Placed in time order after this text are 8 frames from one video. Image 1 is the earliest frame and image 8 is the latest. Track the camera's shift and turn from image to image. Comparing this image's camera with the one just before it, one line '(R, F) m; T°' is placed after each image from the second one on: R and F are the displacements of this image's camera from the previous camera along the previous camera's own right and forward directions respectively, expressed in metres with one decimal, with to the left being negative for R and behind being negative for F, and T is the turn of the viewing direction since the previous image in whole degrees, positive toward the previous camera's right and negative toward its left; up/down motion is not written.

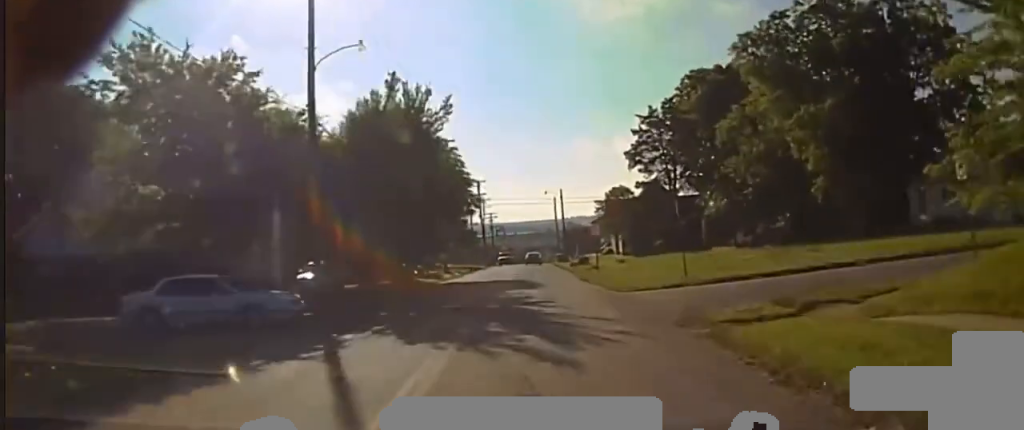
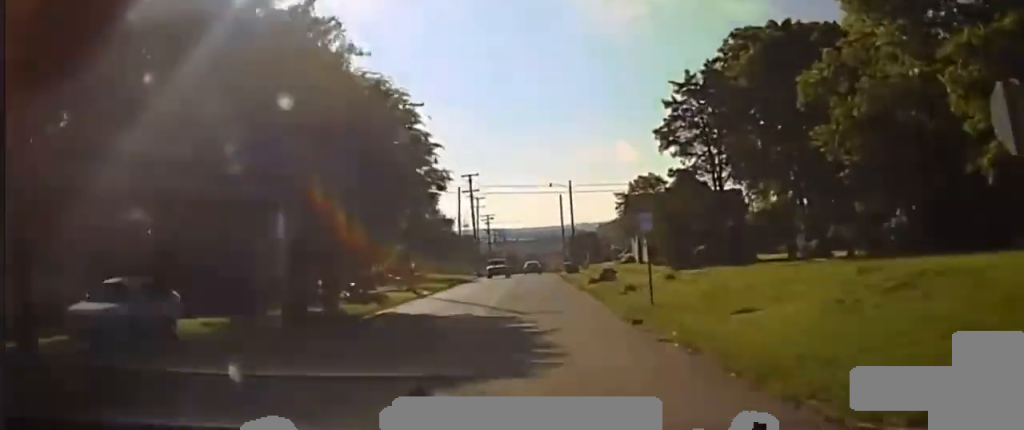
(0.0, +20.7) m; 0°
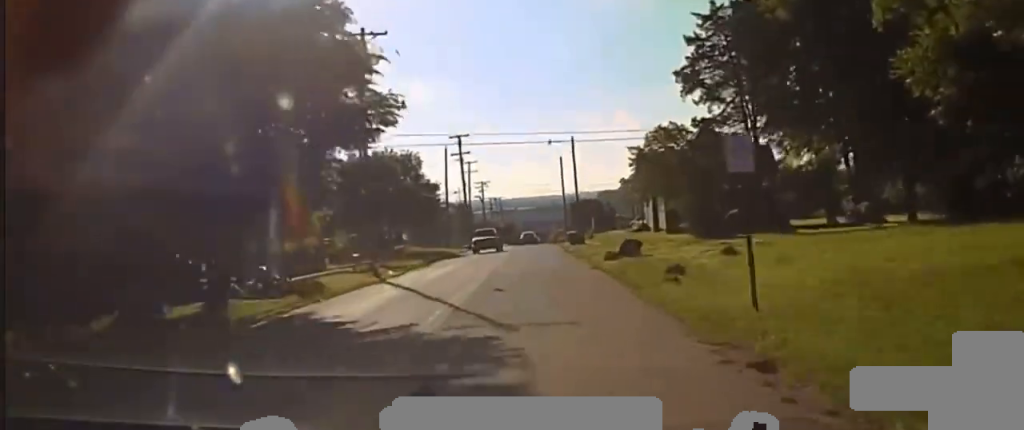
(0.0, +11.9) m; 0°
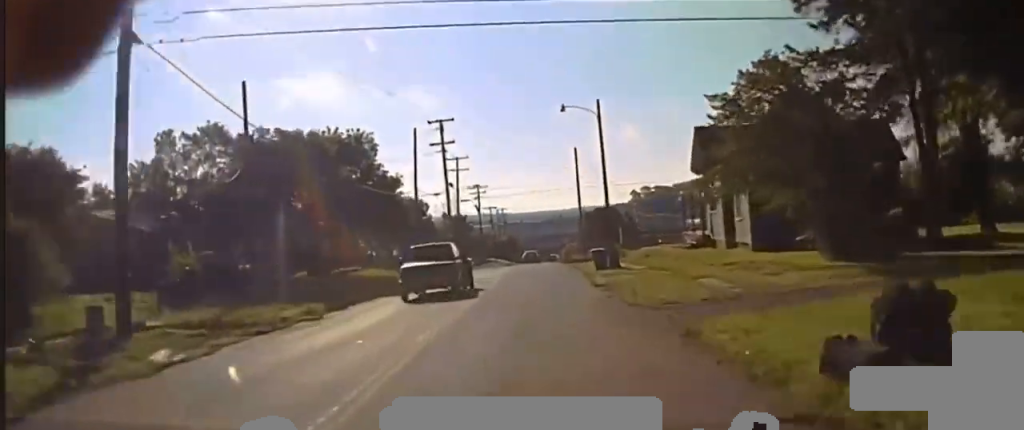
(0.0, +26.4) m; 0°
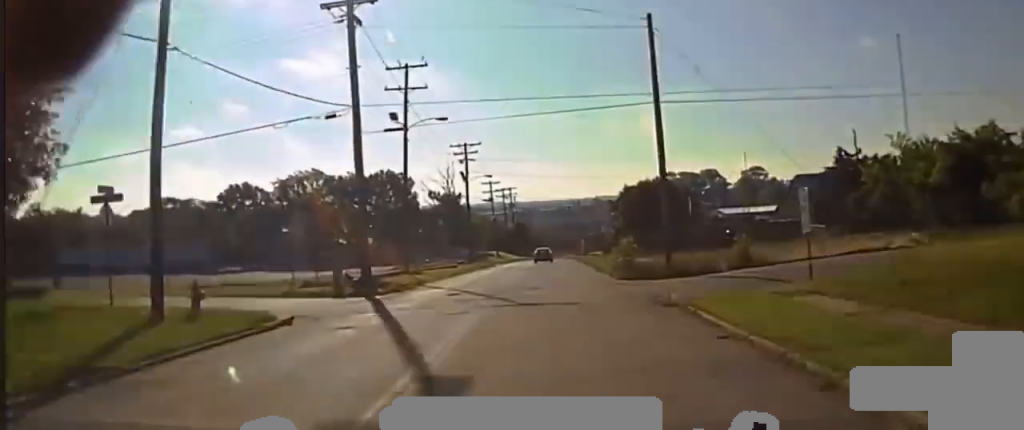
(0.0, +50.7) m; 0°
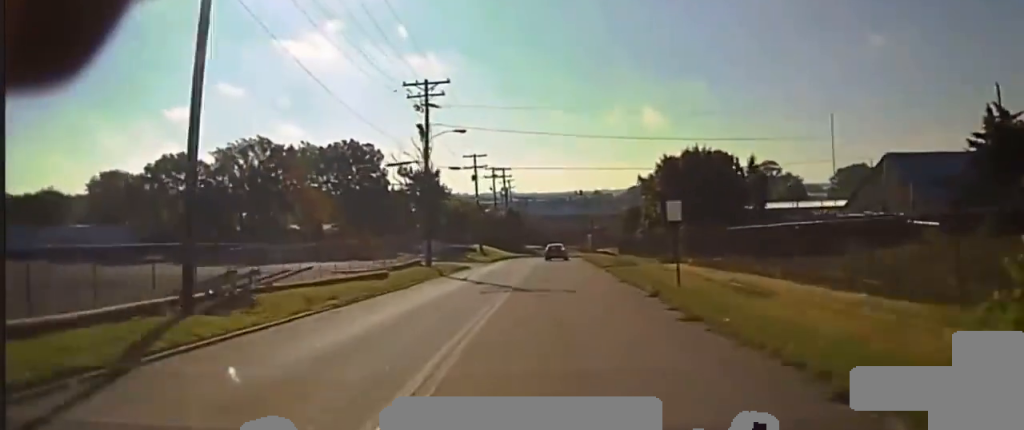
(-0.2, +33.2) m; -1°
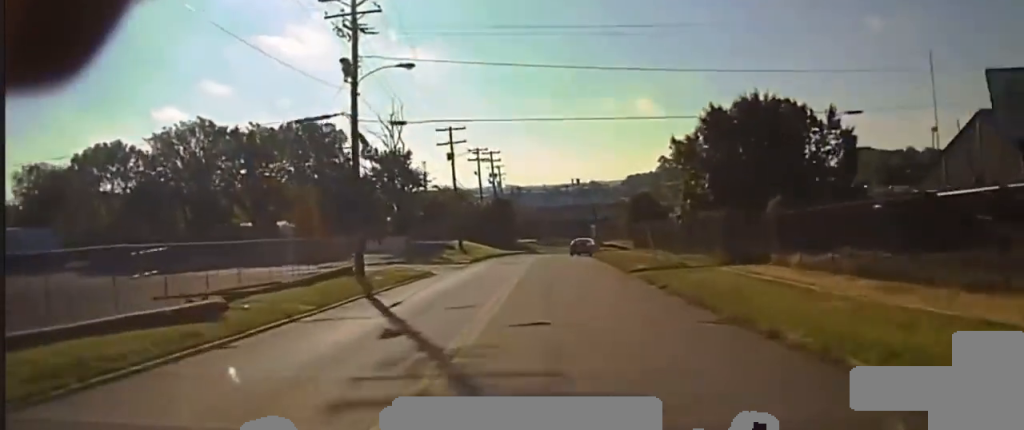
(0.0, +19.9) m; 0°
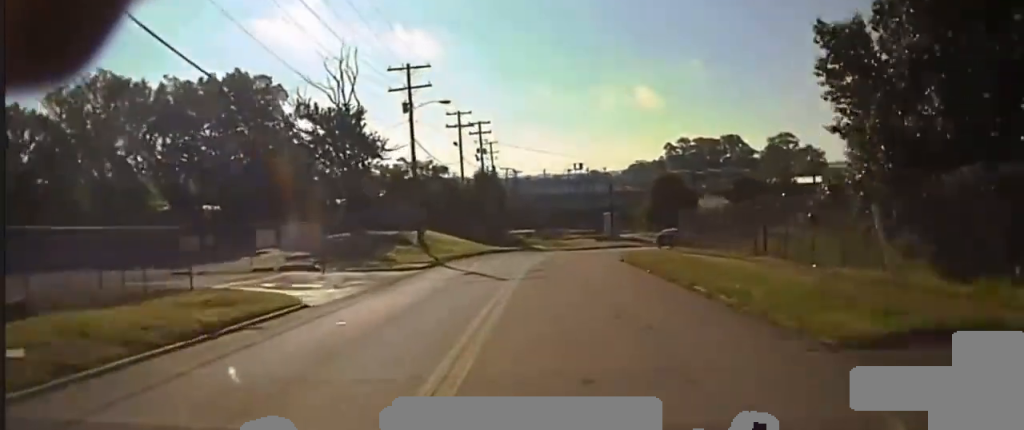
(+0.1, +23.3) m; +1°
